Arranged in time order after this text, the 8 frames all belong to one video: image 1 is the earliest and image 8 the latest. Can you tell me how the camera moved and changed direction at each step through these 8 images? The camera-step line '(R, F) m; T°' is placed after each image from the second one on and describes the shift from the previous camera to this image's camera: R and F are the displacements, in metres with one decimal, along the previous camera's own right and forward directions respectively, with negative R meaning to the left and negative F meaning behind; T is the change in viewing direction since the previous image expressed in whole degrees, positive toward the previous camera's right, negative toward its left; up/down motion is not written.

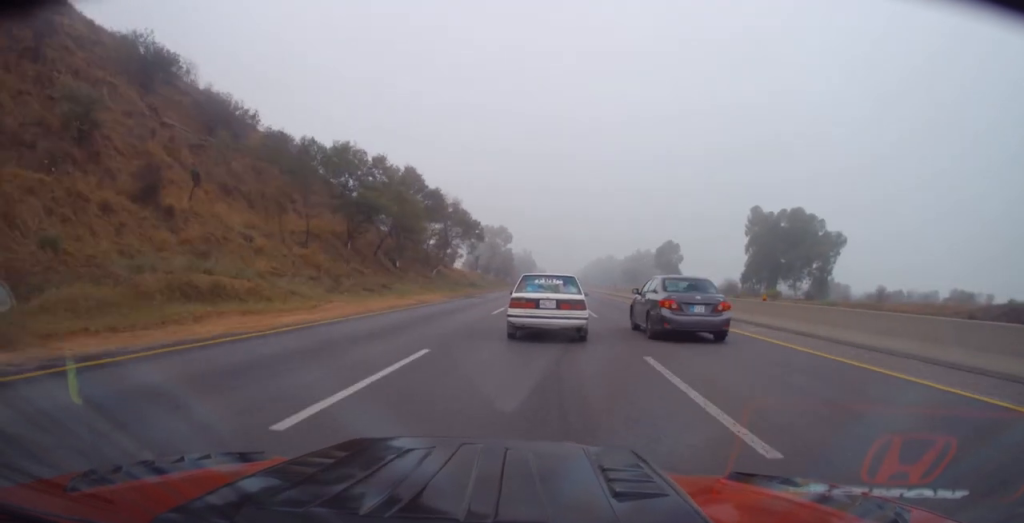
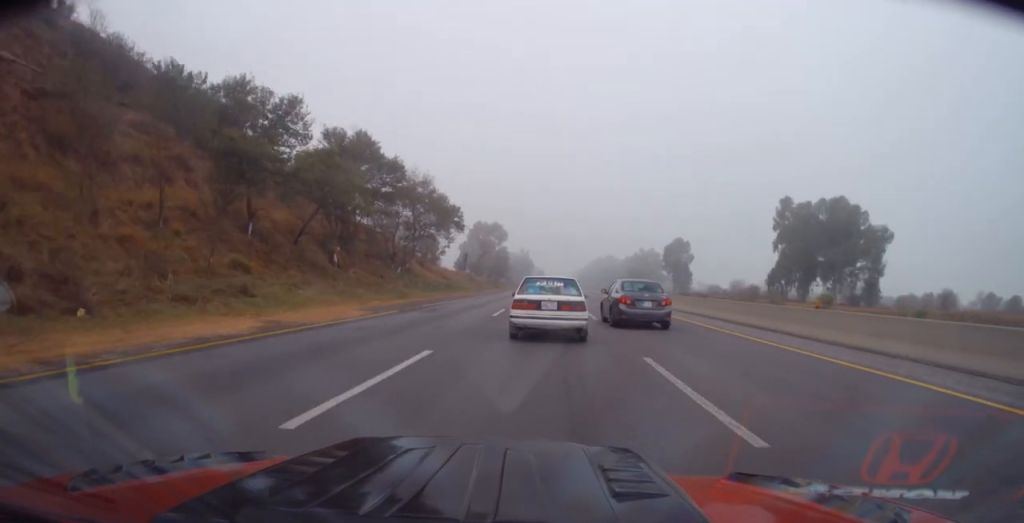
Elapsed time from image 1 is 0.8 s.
(+0.3, +17.5) m; +1°
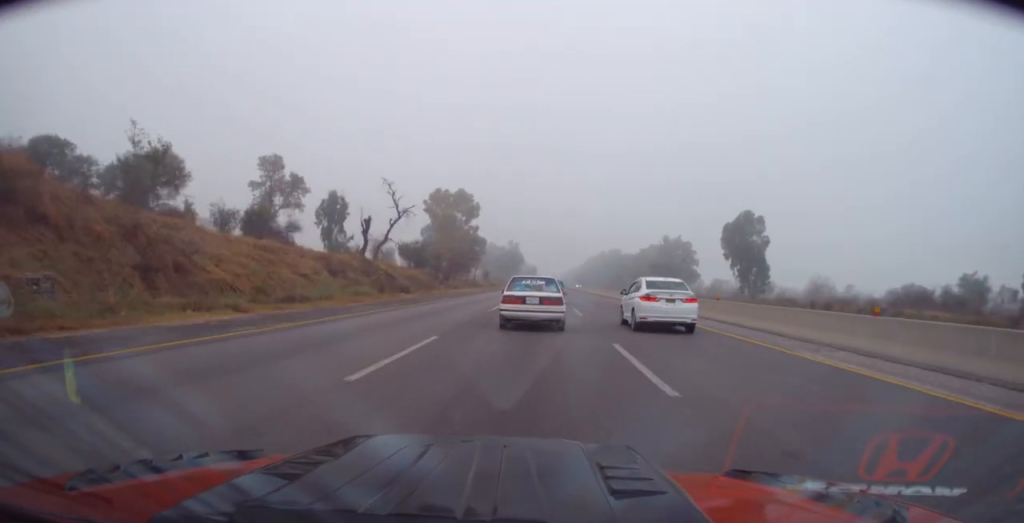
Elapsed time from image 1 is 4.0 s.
(-1.4, +68.9) m; -2°
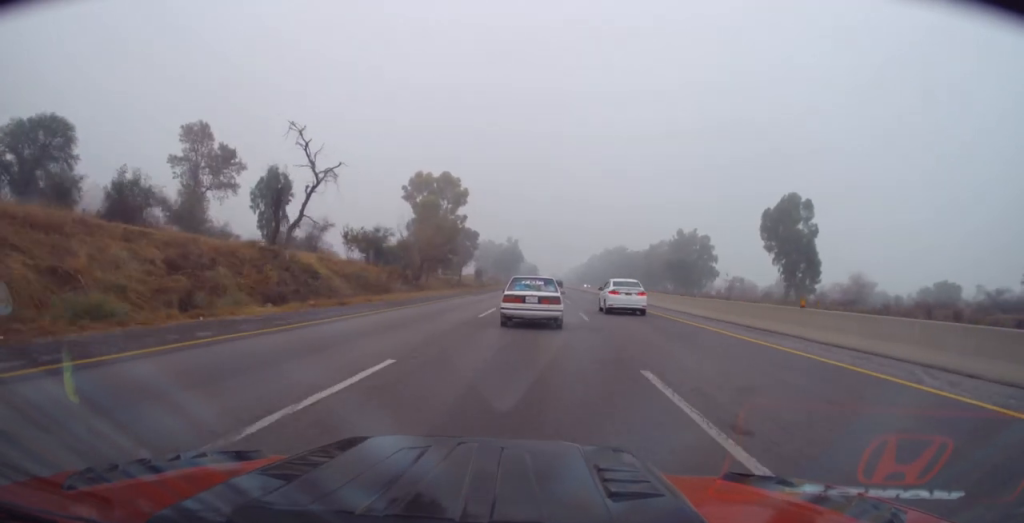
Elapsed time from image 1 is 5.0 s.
(+0.1, +21.7) m; +1°
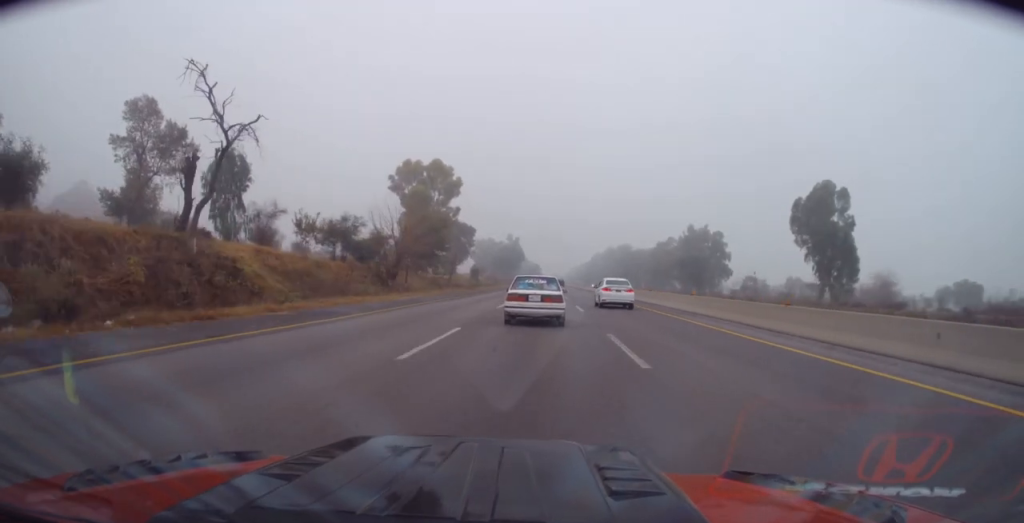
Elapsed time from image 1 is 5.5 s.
(+0.1, +11.6) m; 0°
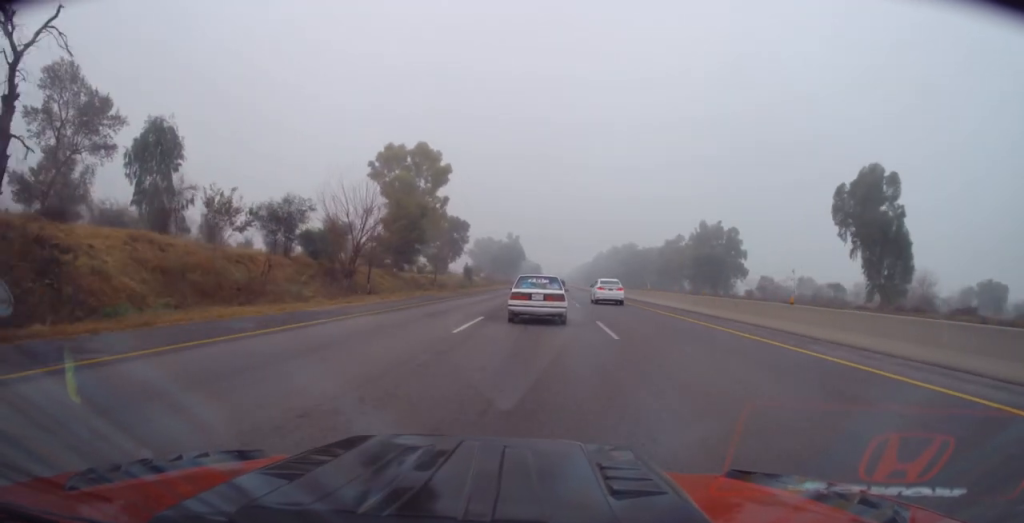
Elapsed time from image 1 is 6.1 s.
(+0.1, +13.0) m; 0°
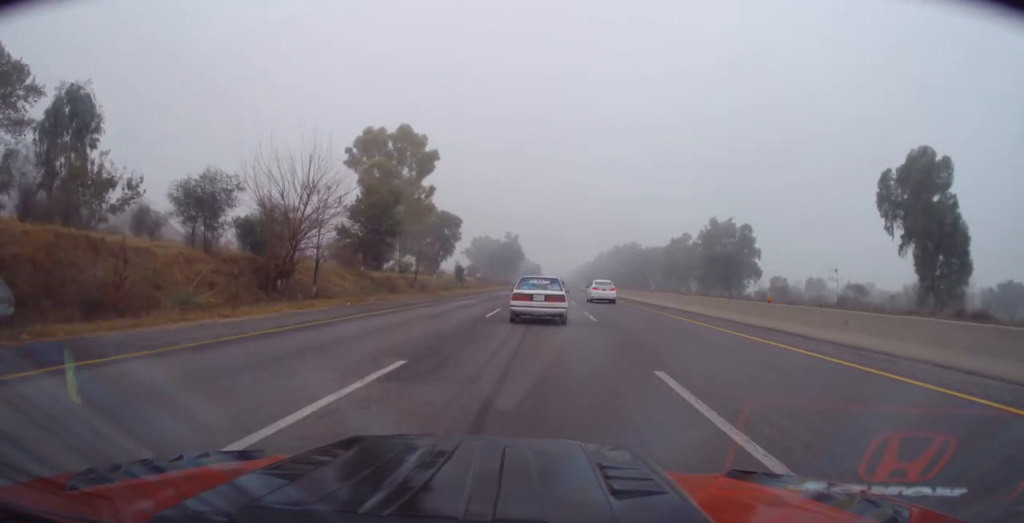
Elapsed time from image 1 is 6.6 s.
(0.0, +10.9) m; 0°
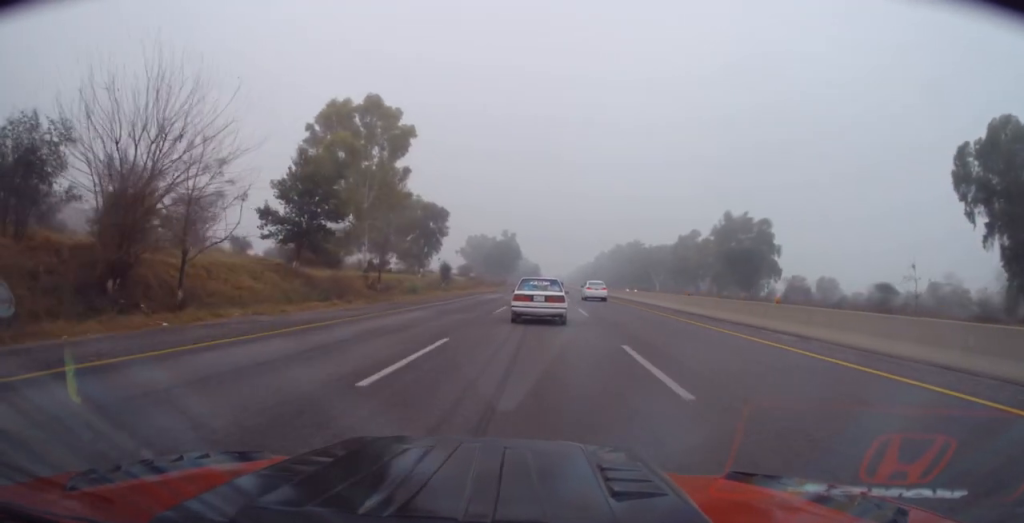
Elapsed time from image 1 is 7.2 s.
(-0.1, +13.9) m; 0°
